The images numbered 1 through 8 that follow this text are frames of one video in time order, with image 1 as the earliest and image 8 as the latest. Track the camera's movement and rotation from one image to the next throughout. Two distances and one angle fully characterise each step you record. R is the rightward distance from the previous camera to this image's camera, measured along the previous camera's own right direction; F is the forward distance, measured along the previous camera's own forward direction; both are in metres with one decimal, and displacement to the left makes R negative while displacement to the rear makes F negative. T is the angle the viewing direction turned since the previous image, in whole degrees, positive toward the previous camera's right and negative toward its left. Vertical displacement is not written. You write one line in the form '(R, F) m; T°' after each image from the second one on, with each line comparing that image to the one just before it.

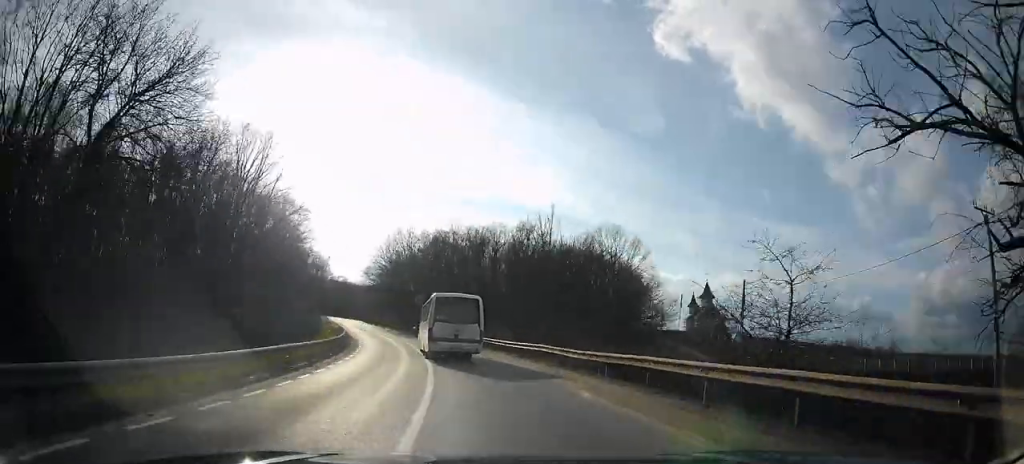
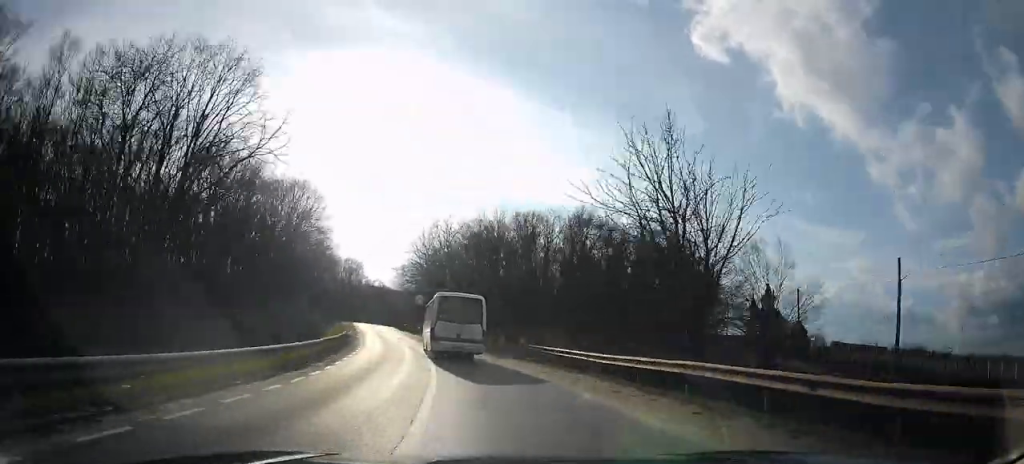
(0.0, +13.5) m; -4°
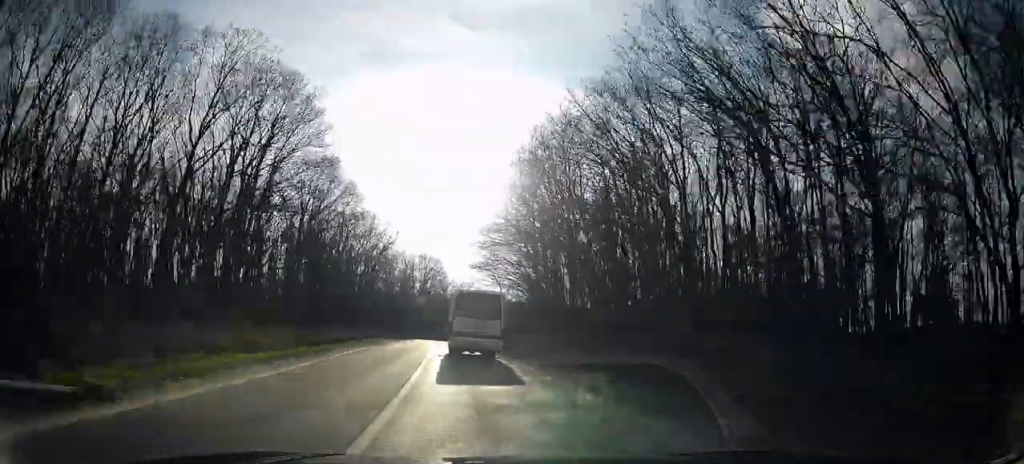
(-7.8, +37.4) m; -30°
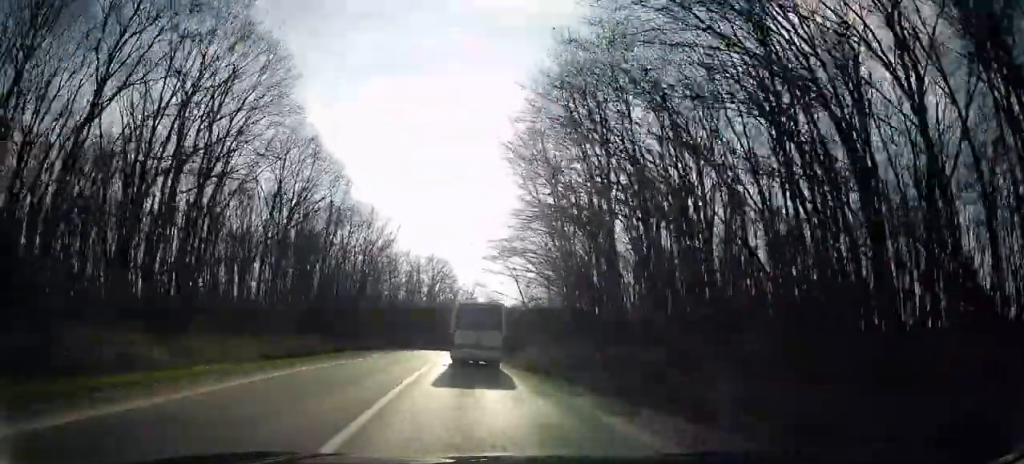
(-1.9, +10.2) m; -6°
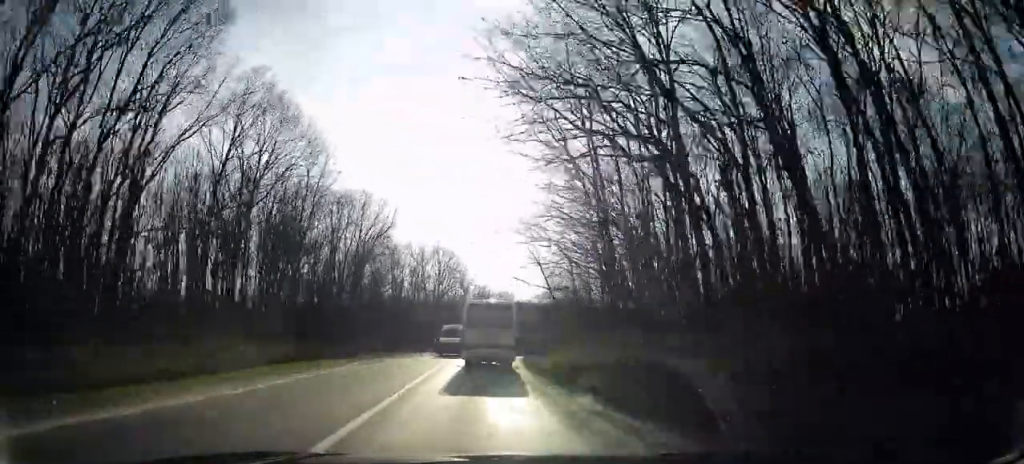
(-0.9, +11.0) m; -5°
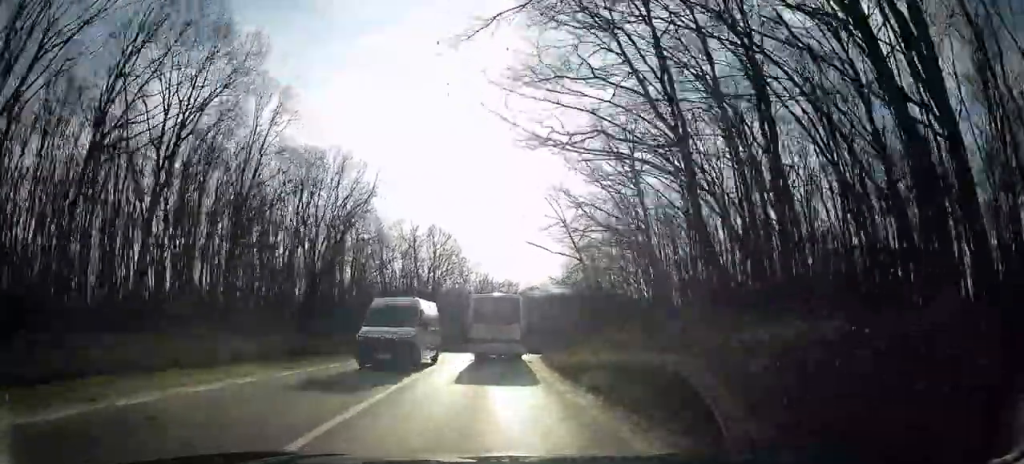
(0.0, +12.4) m; 0°
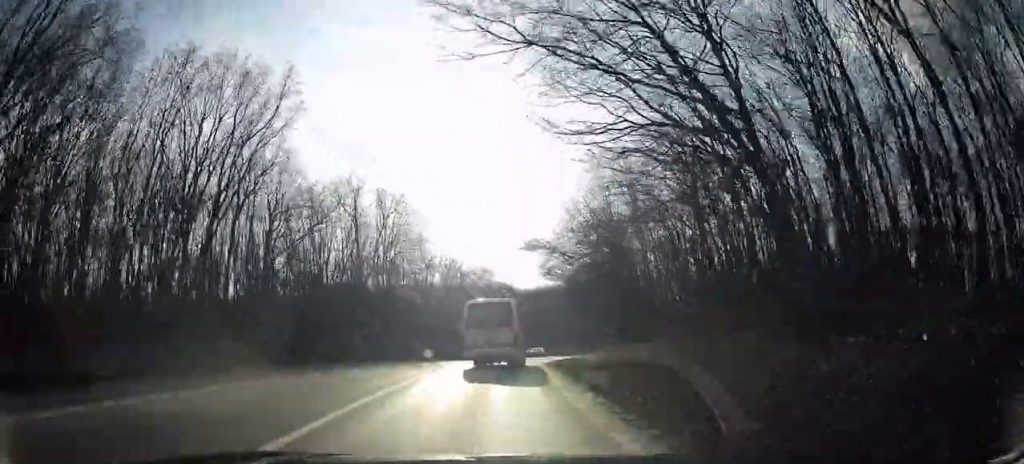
(0.0, +19.9) m; 0°
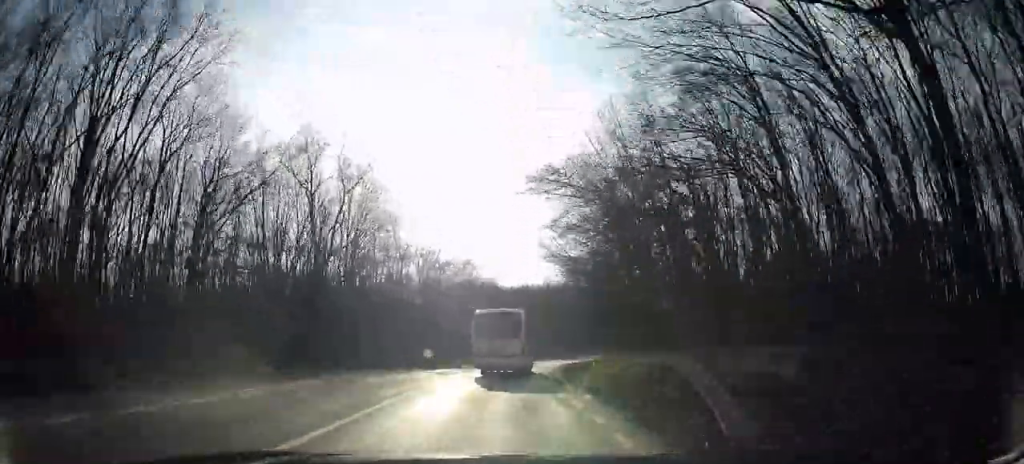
(0.0, +10.2) m; +3°
